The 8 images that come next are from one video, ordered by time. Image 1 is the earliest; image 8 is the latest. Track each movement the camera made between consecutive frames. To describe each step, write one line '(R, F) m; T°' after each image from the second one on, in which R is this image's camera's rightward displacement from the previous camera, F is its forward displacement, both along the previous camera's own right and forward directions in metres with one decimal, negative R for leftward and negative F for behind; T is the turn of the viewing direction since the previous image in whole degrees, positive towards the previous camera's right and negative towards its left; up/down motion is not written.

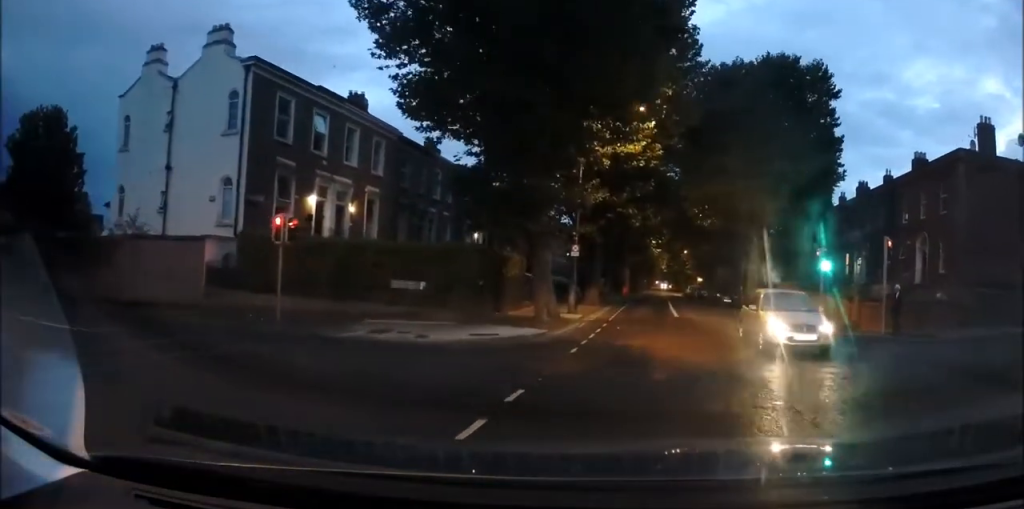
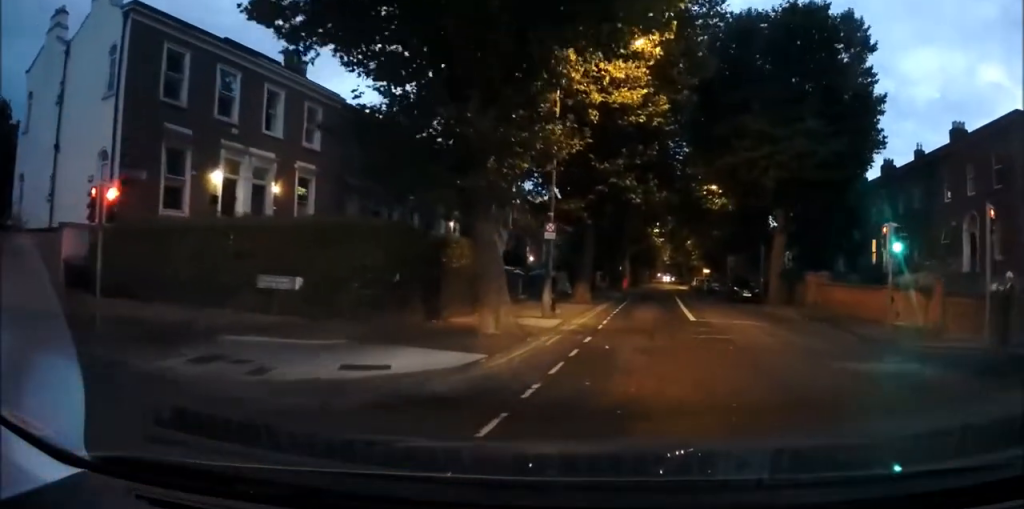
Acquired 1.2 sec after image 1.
(+0.2, +7.2) m; +1°
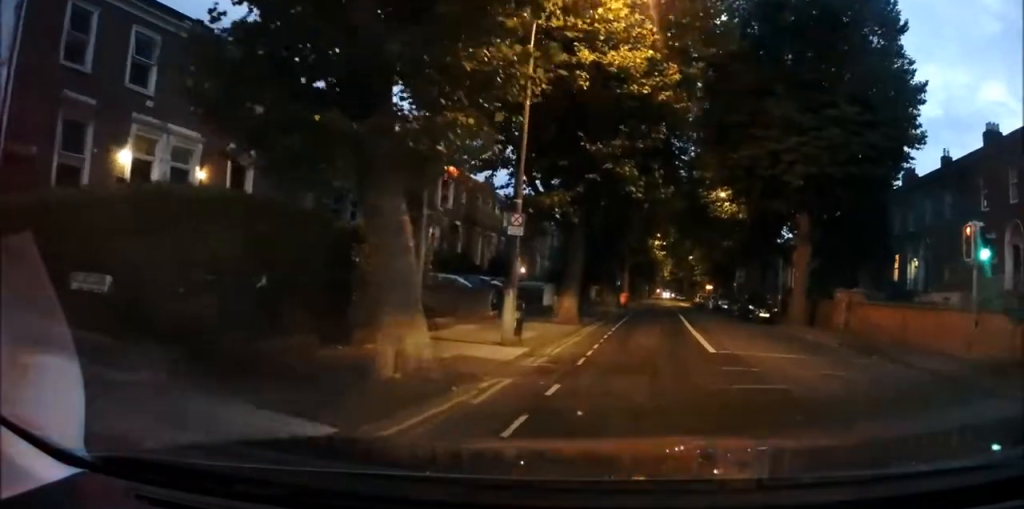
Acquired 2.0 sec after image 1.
(-0.1, +5.4) m; 0°
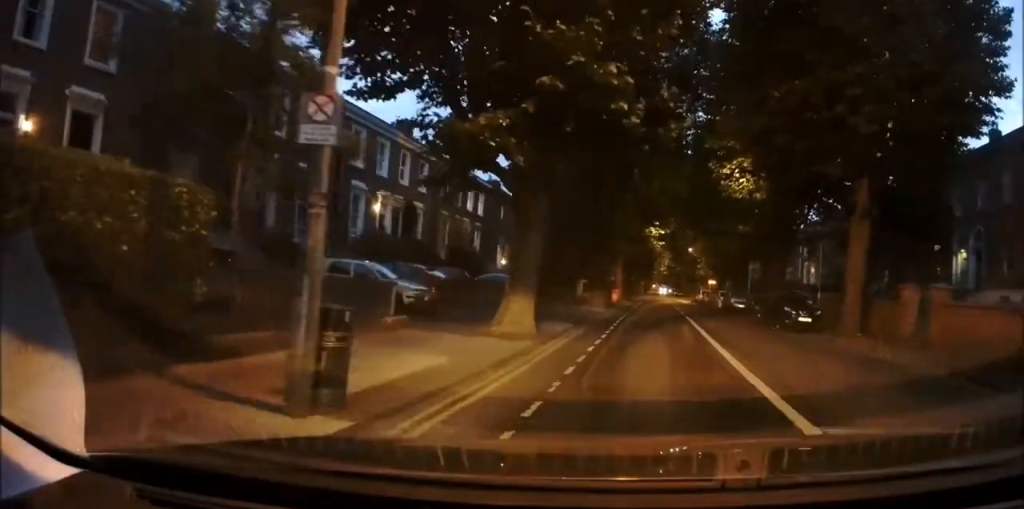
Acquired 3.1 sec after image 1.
(+0.1, +8.3) m; +3°
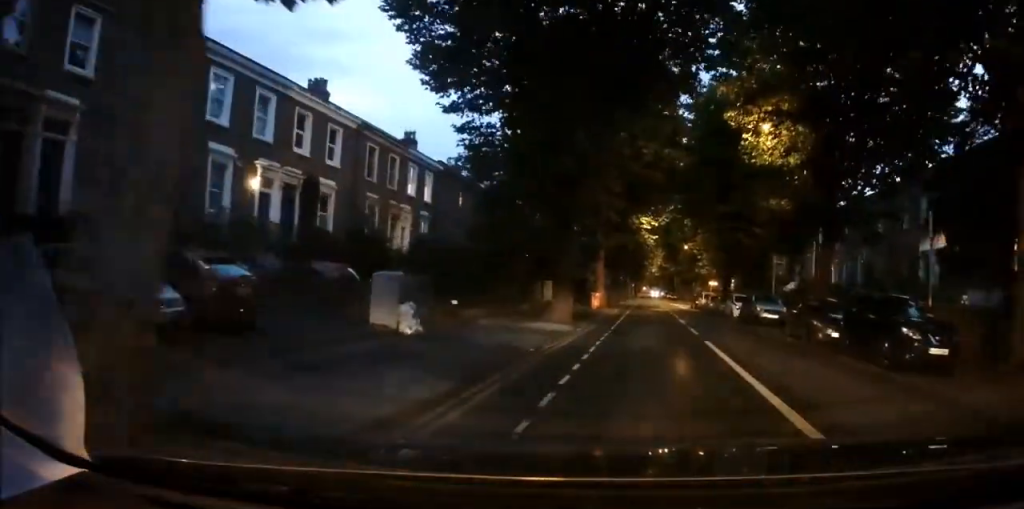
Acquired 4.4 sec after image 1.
(+0.2, +11.3) m; 0°
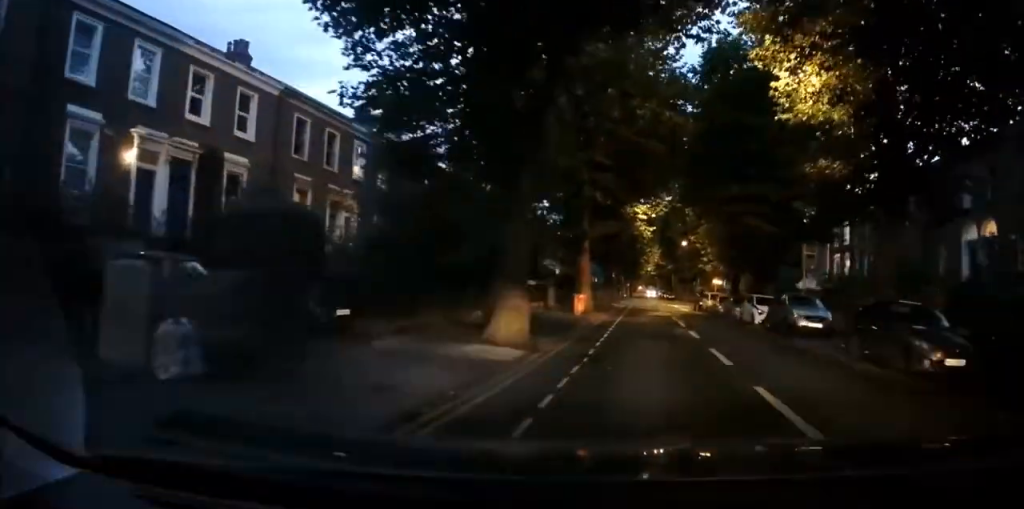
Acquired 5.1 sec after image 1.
(-0.1, +7.3) m; -1°
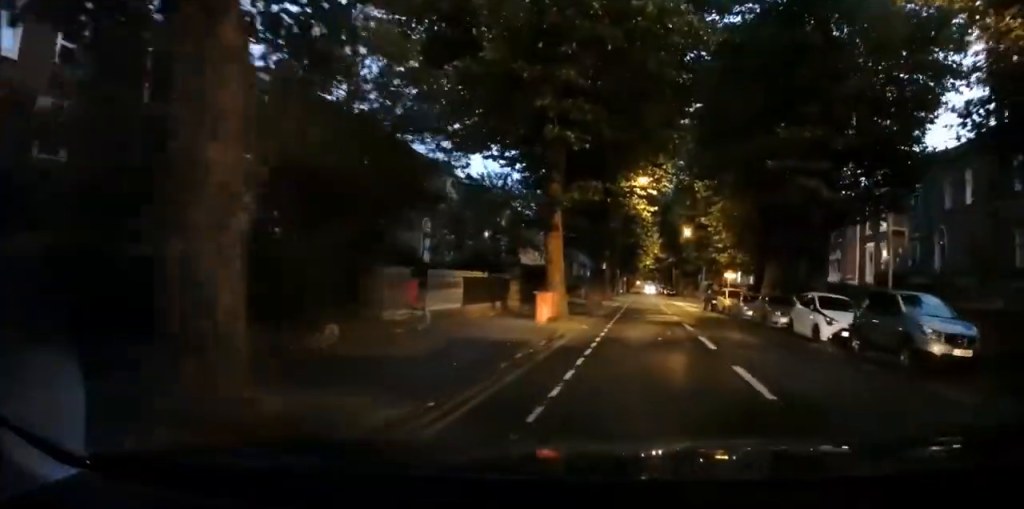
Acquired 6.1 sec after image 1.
(+0.1, +10.0) m; 0°
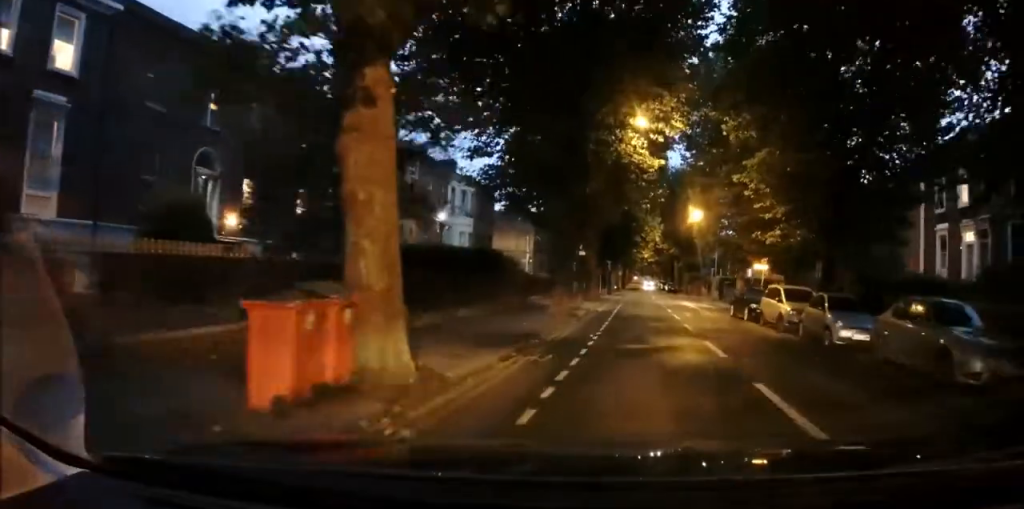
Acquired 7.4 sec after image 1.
(0.0, +13.8) m; +2°
